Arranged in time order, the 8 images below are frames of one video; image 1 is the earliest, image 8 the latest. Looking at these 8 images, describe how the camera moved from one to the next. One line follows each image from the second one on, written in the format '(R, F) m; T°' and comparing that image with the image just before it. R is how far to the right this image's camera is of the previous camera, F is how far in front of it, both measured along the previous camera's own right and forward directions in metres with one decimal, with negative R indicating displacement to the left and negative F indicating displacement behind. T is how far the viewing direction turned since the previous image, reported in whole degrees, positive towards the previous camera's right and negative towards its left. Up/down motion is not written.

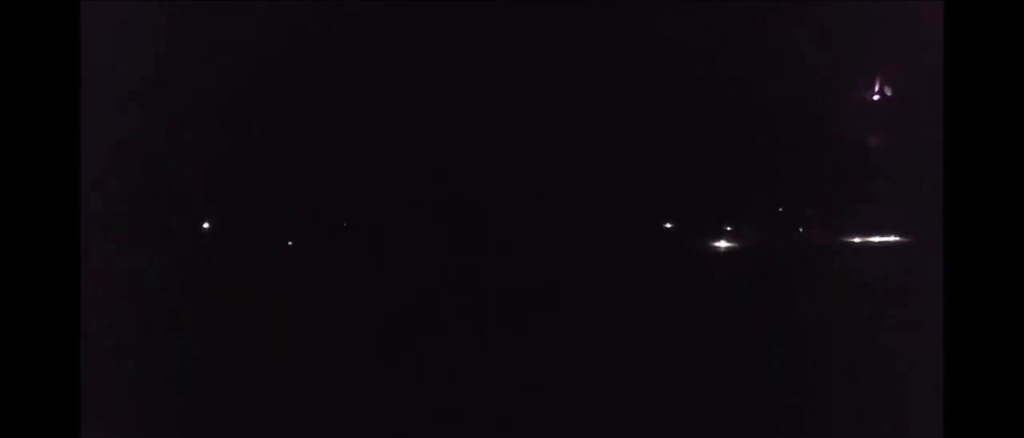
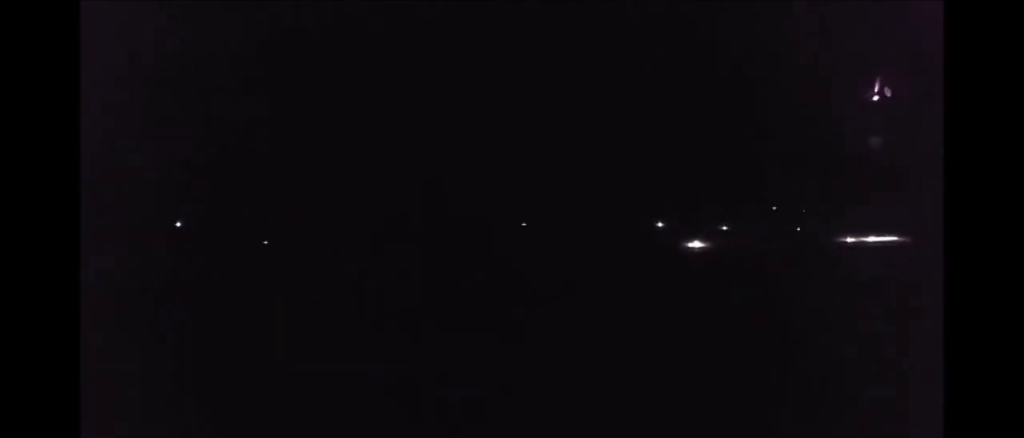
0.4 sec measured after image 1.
(-0.1, +11.0) m; 0°
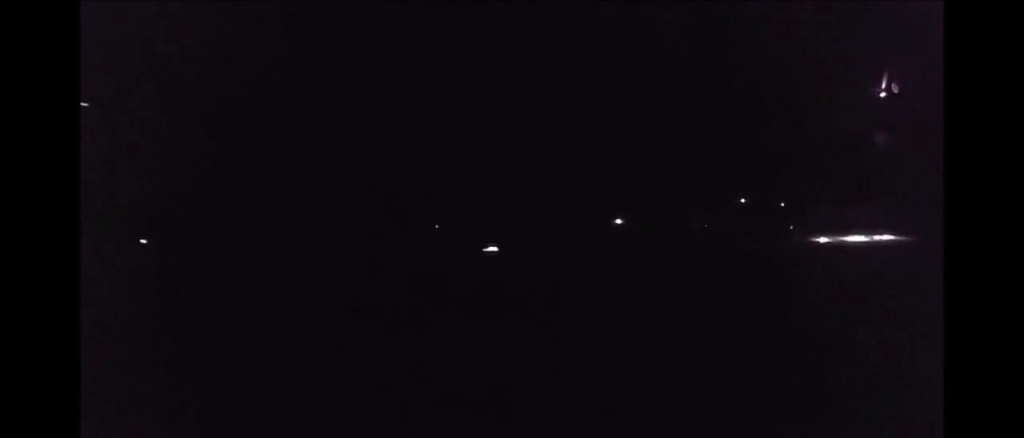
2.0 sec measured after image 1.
(-0.7, +44.1) m; -1°
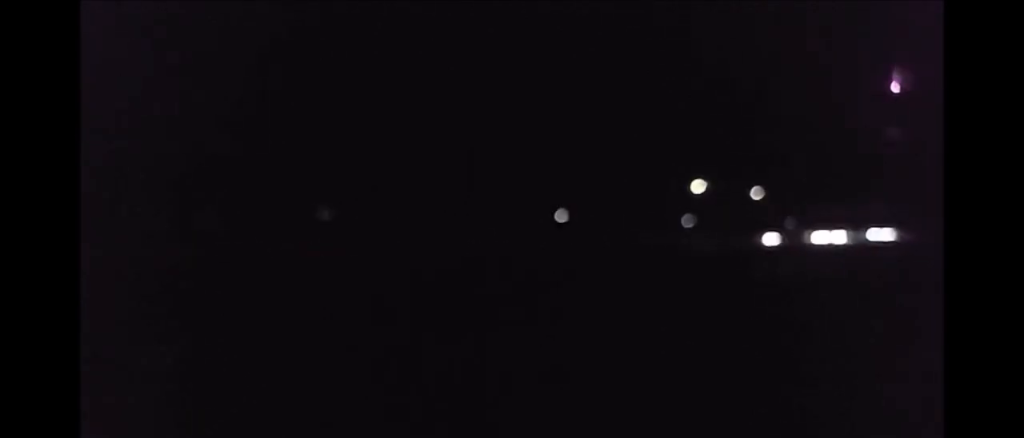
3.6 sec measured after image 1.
(0.0, +44.0) m; 0°
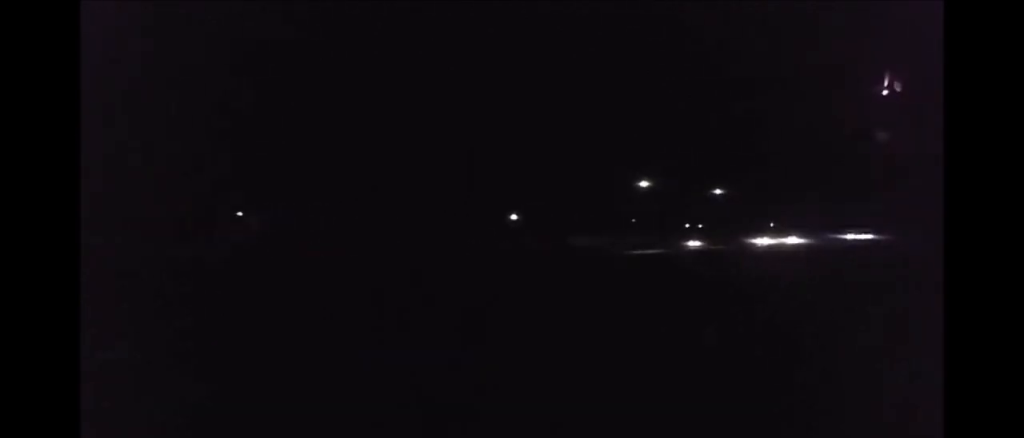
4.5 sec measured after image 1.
(0.0, +25.6) m; 0°
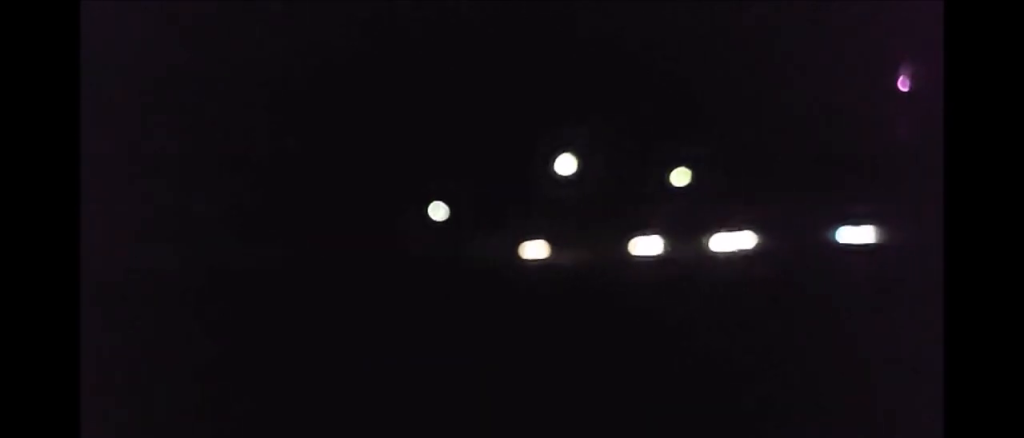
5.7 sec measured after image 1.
(0.0, +30.8) m; -1°
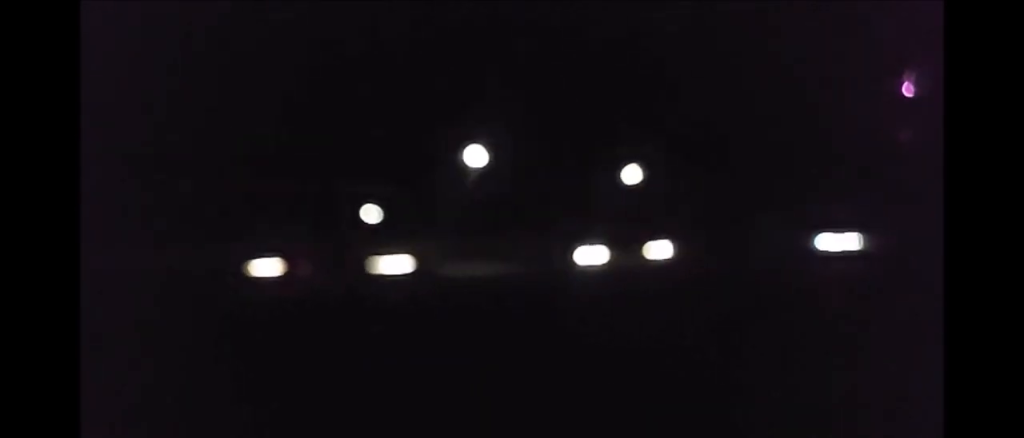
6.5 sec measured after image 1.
(-0.2, +22.5) m; -1°
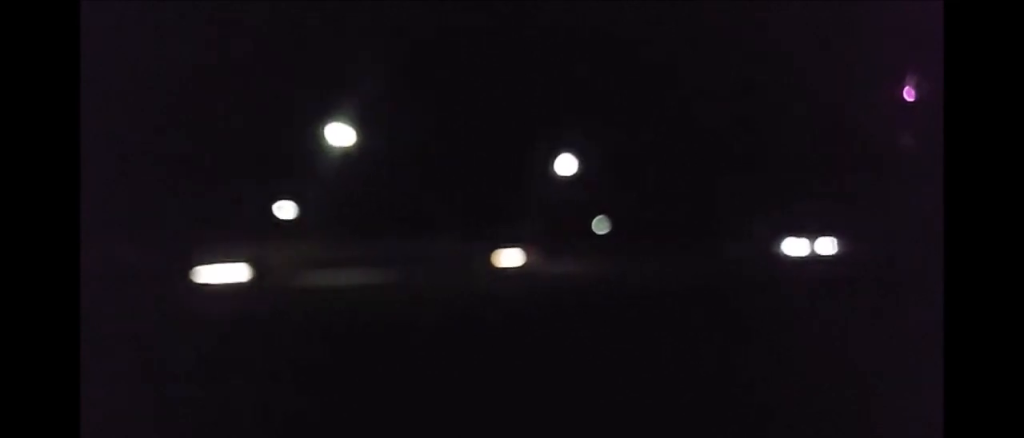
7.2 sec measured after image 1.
(-0.3, +18.8) m; 0°
